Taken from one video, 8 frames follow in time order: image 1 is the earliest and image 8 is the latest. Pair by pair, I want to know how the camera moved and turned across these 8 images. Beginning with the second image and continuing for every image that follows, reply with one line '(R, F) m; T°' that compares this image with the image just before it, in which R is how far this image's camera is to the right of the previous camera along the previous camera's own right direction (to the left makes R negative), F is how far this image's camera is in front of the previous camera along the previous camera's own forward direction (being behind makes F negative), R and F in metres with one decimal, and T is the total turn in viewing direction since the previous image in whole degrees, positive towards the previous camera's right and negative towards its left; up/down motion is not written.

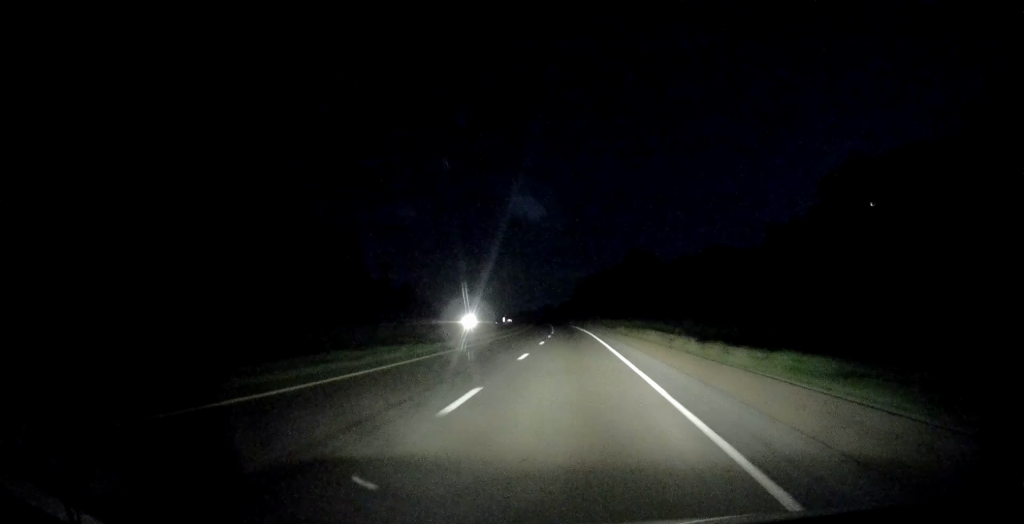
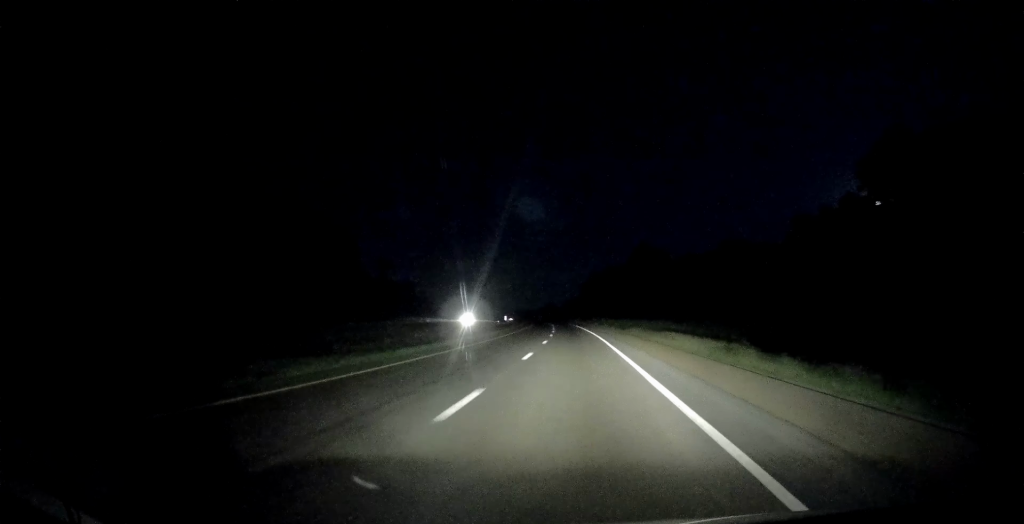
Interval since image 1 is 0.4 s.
(0.0, +13.6) m; 0°
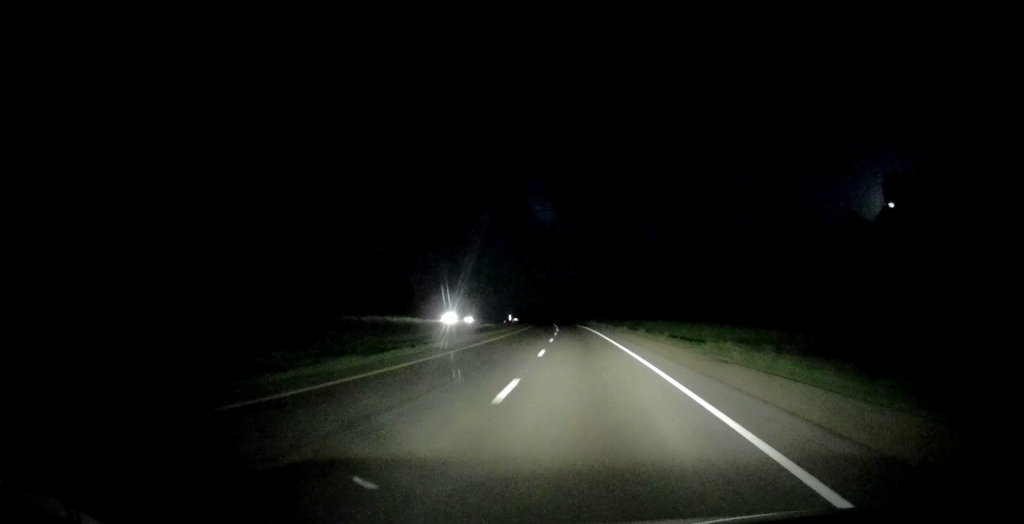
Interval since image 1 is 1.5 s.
(0.0, +34.4) m; -1°
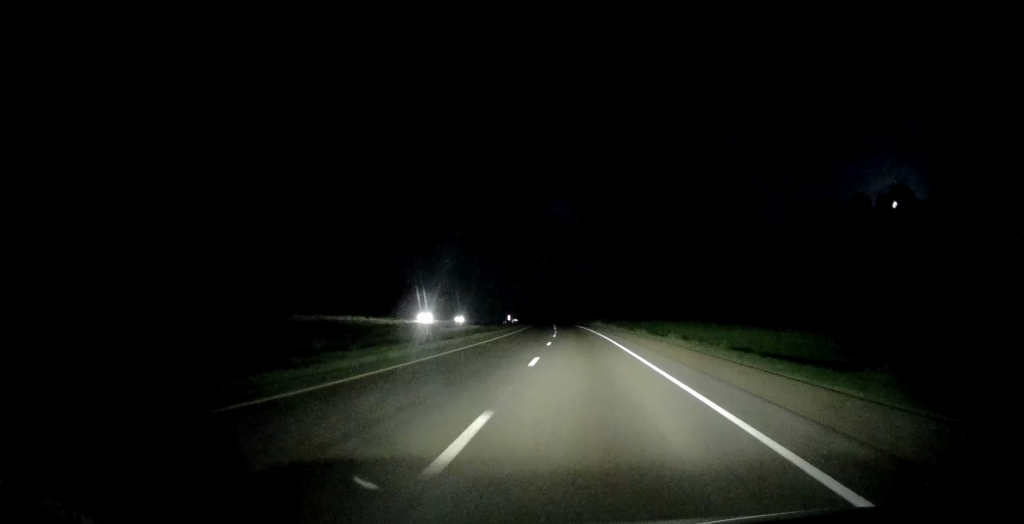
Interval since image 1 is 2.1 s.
(0.0, +16.8) m; -1°
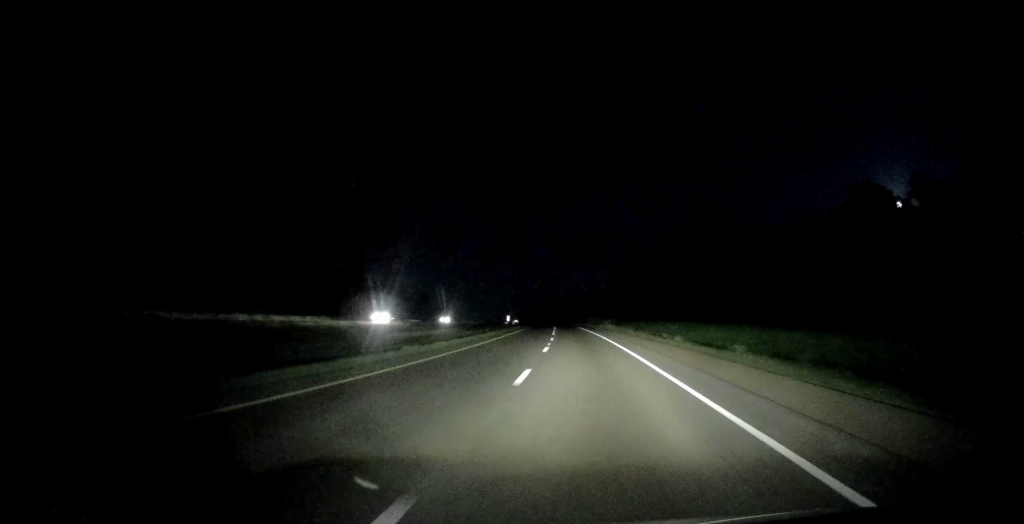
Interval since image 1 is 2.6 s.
(-0.2, +16.7) m; -1°
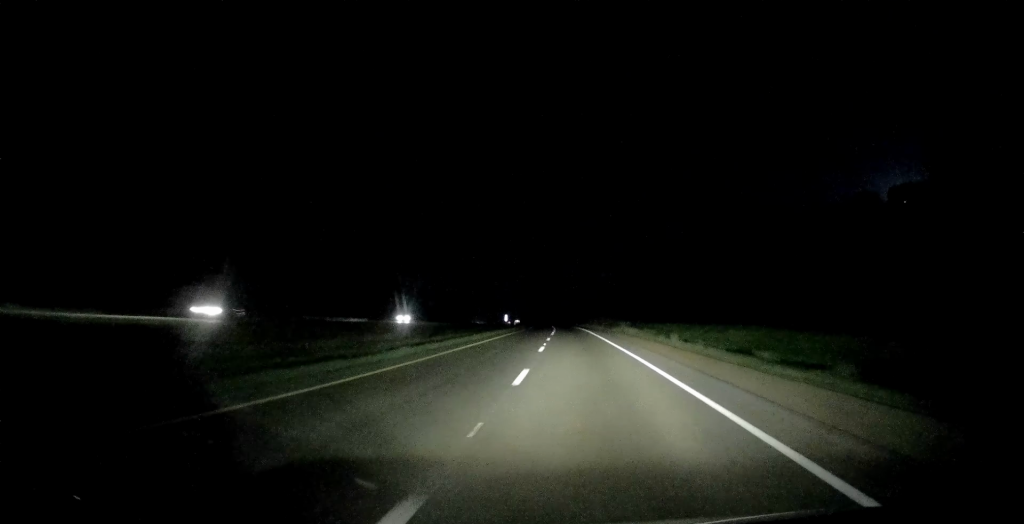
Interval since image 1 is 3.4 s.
(-0.3, +24.1) m; -1°
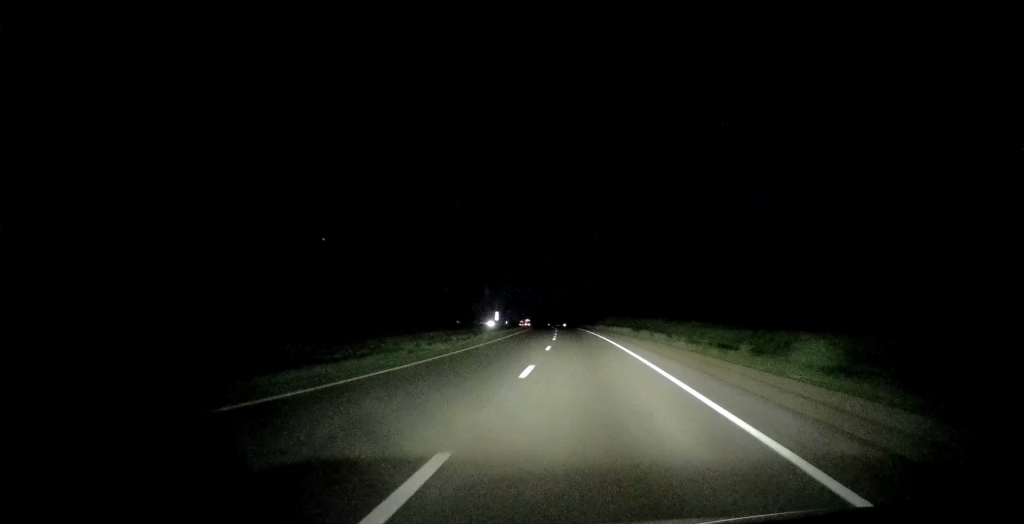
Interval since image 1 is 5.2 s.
(-1.0, +58.6) m; -2°
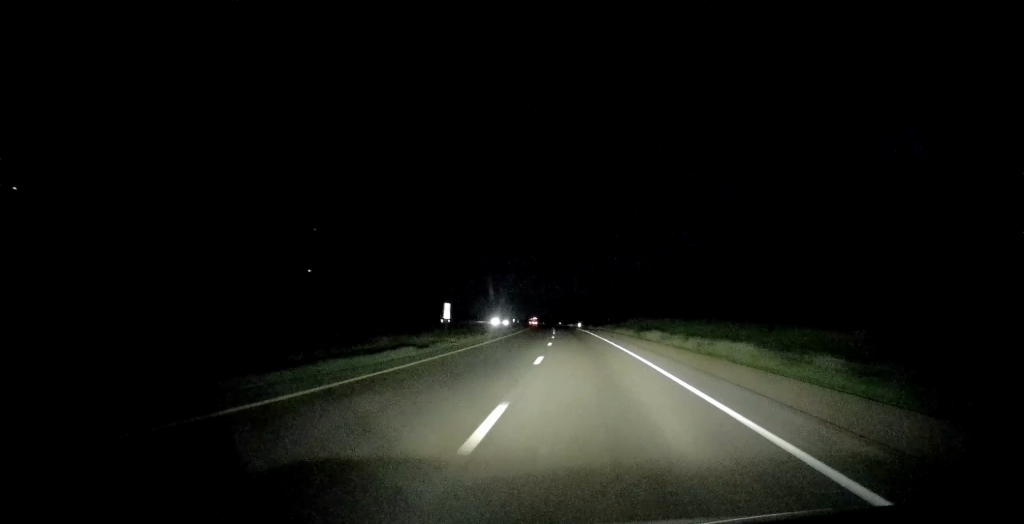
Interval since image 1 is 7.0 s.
(-0.6, +56.7) m; -1°
